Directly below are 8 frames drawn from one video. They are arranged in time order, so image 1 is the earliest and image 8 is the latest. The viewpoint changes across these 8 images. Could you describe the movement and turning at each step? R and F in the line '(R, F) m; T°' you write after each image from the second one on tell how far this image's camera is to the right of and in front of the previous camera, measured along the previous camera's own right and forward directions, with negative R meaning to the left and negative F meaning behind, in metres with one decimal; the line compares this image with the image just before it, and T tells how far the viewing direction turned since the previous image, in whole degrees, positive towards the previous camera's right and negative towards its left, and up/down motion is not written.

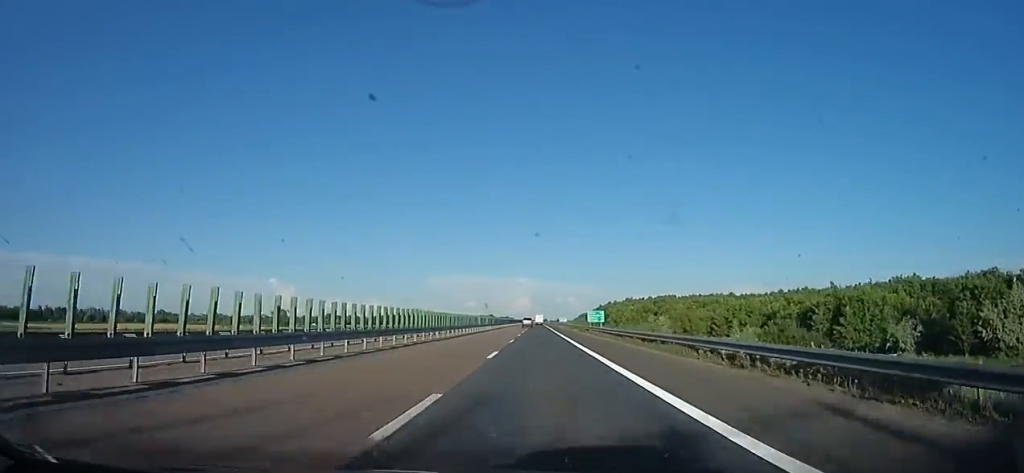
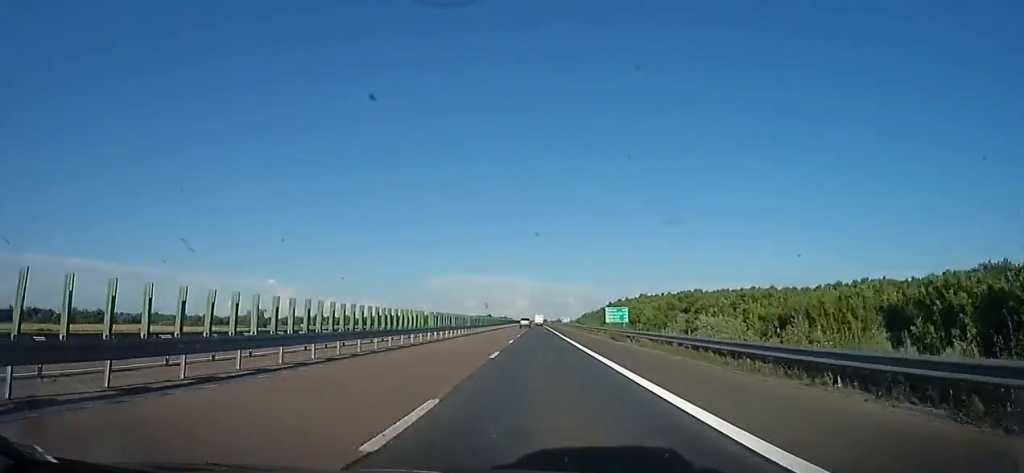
(+0.4, +24.7) m; +1°
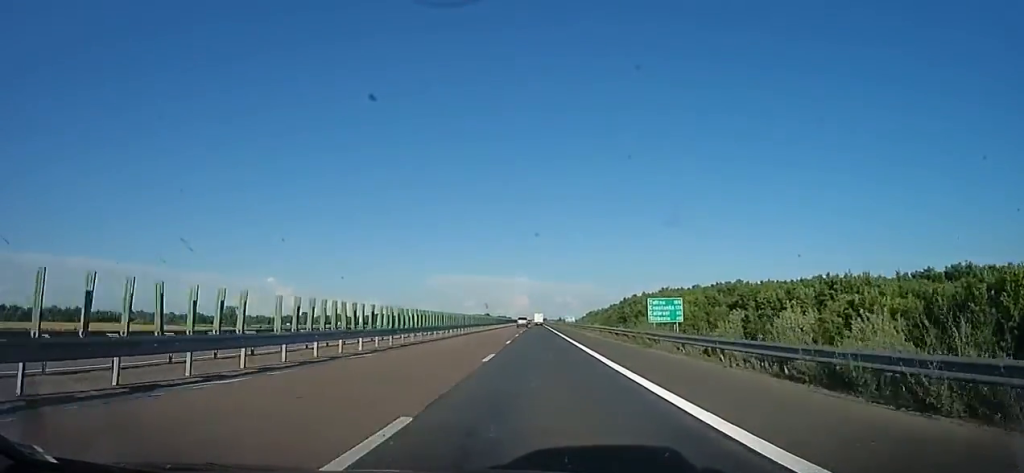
(0.0, +25.9) m; 0°
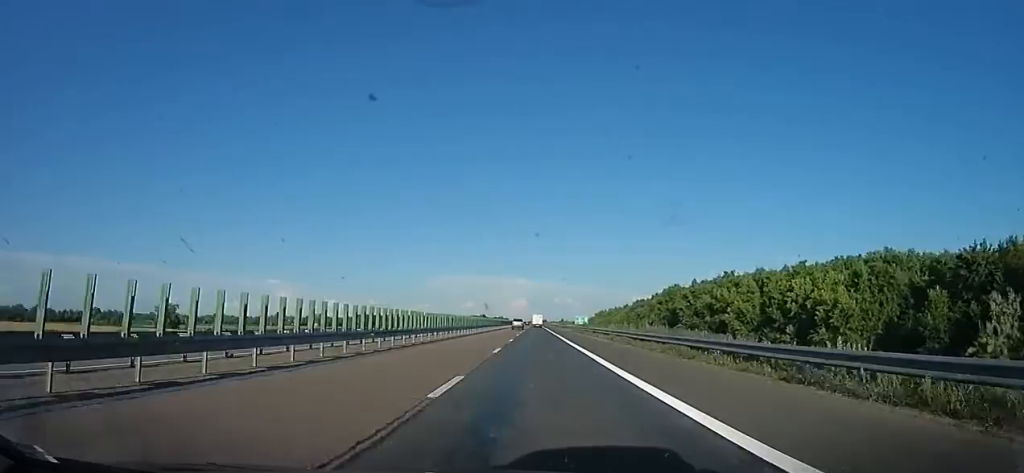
(-0.1, +43.6) m; 0°
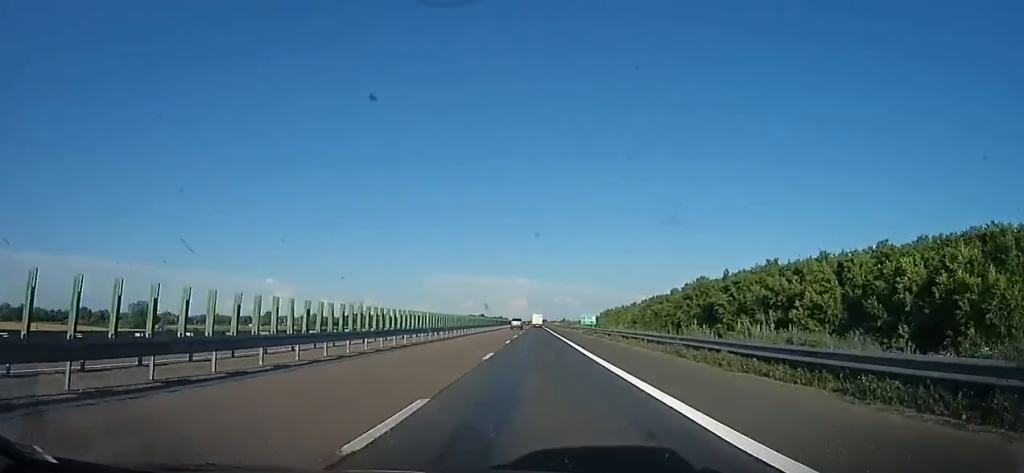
(+0.1, +15.7) m; 0°
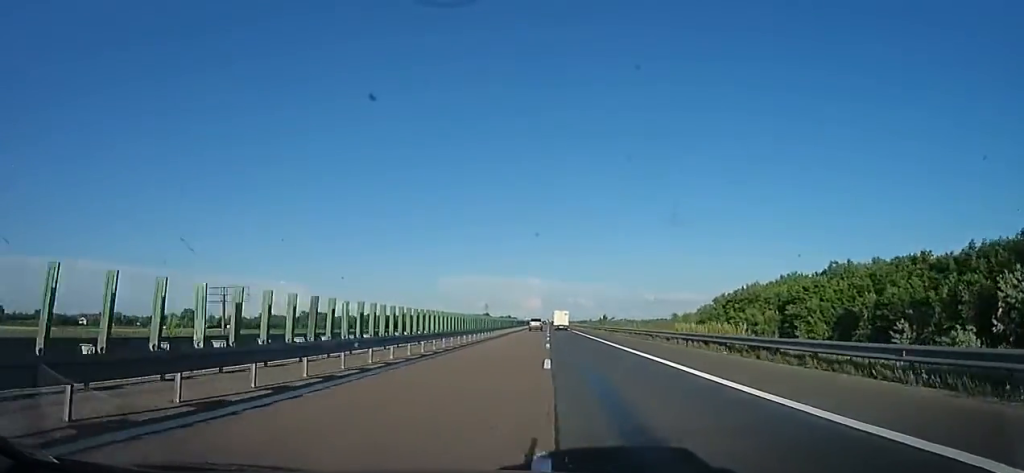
(-2.8, +111.1) m; -2°
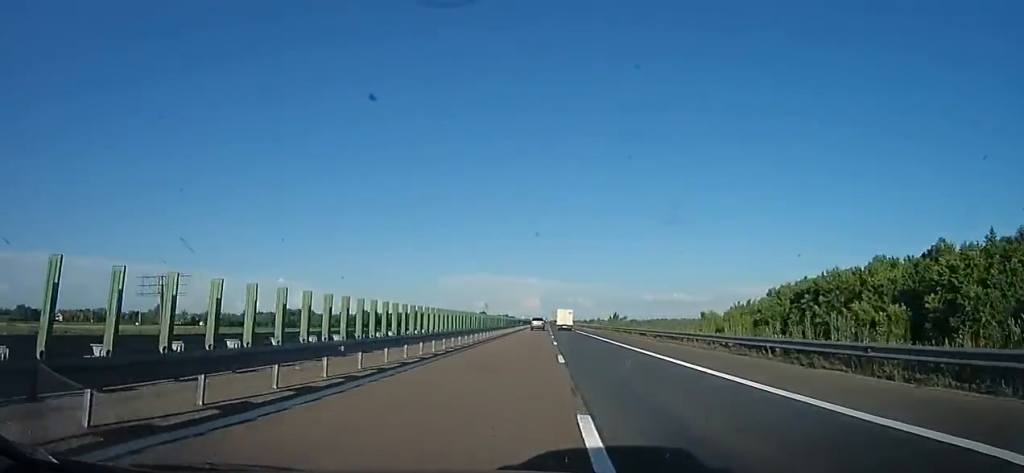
(-0.3, +22.0) m; 0°
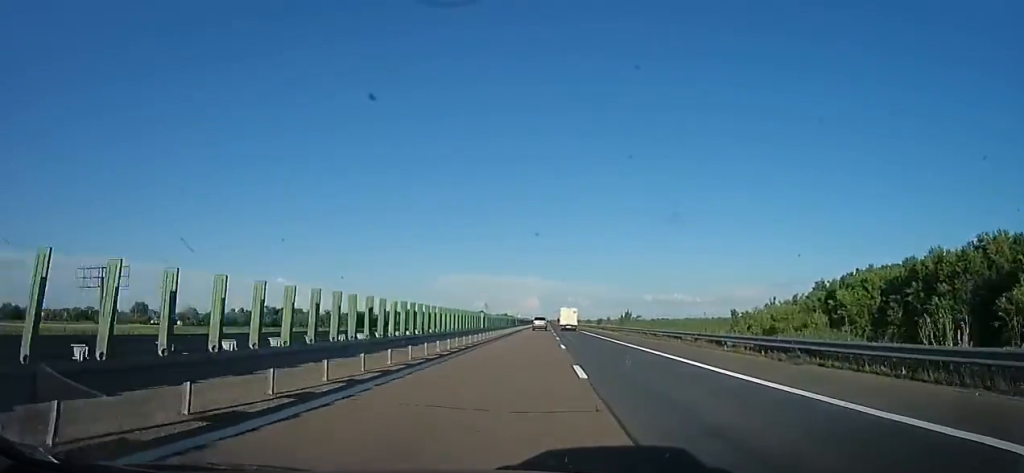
(-0.7, +16.7) m; 0°
